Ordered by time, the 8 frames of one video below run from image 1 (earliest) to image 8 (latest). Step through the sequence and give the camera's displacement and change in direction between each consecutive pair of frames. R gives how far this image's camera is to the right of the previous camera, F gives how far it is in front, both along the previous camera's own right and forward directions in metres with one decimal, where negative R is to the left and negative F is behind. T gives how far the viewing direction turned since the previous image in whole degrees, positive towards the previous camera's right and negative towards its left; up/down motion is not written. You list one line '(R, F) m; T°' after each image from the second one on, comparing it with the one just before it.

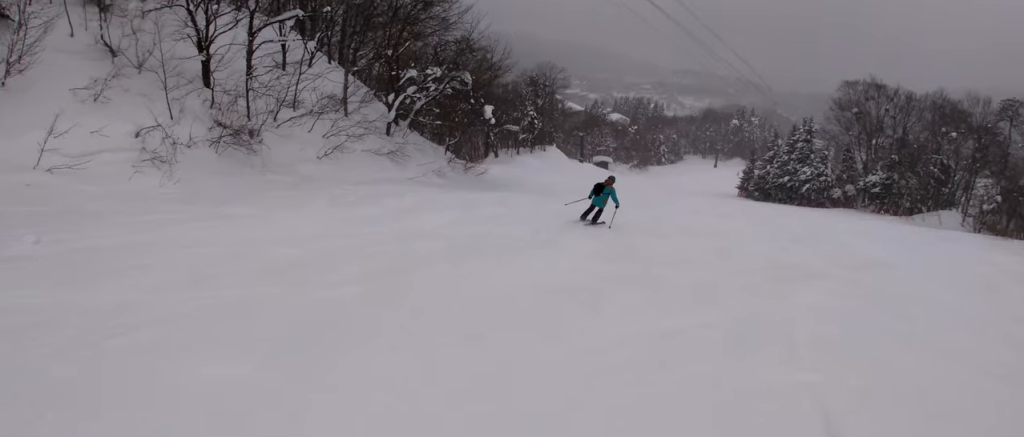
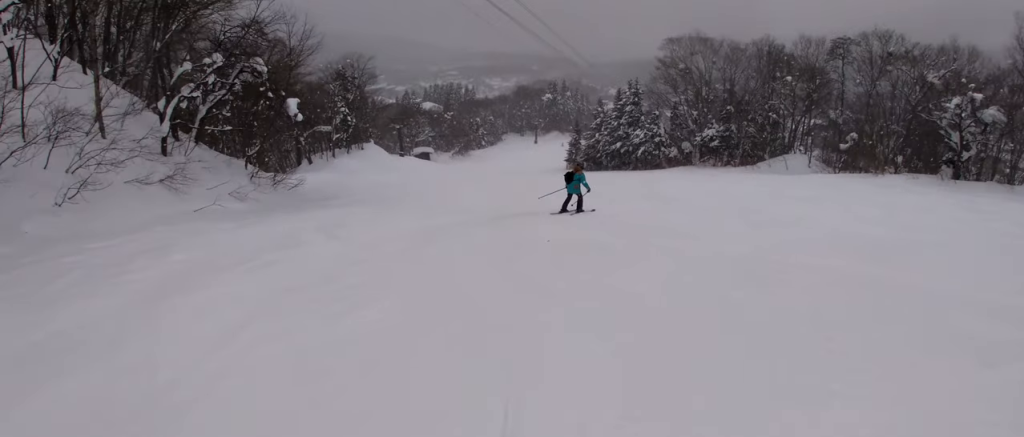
(+1.1, +6.1) m; +25°
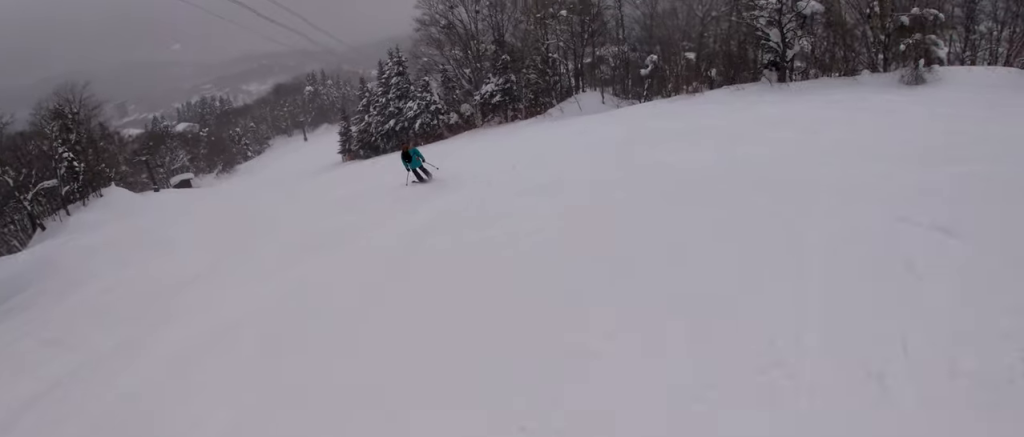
(+1.8, +7.2) m; +13°
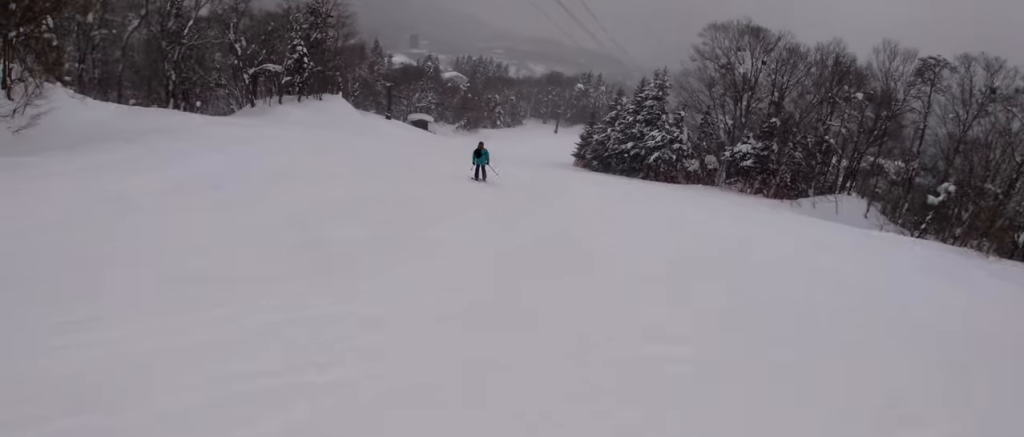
(-0.3, +7.3) m; -19°
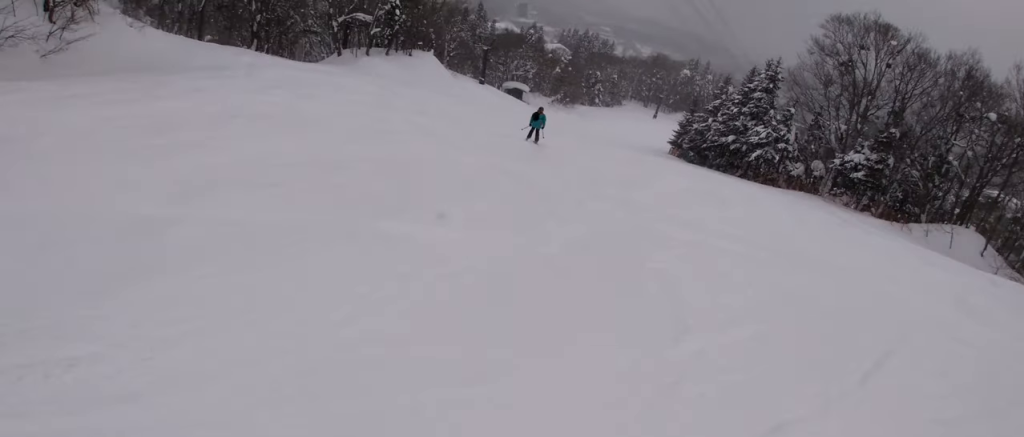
(+0.1, +2.8) m; -13°
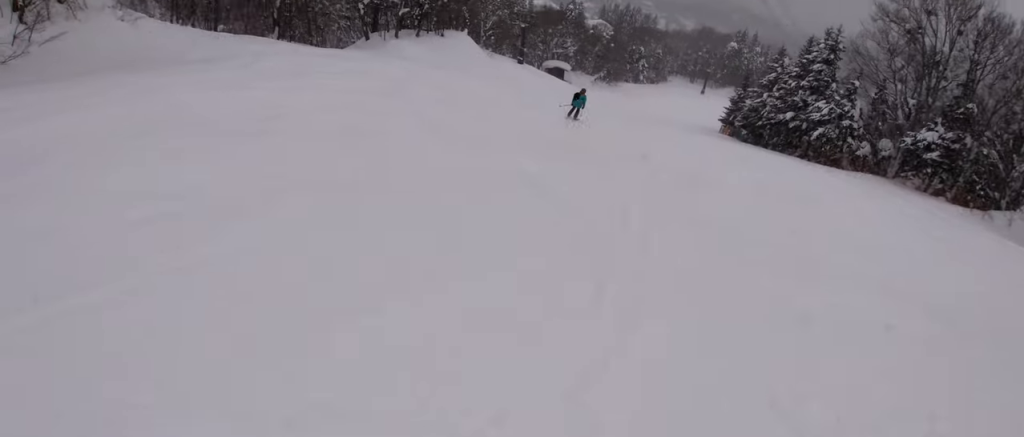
(-1.1, +3.7) m; -11°
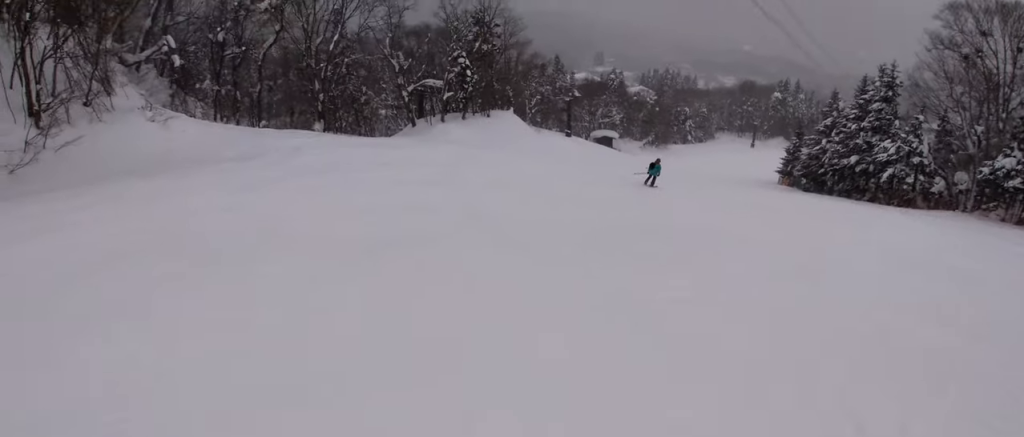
(-0.3, +2.9) m; -4°
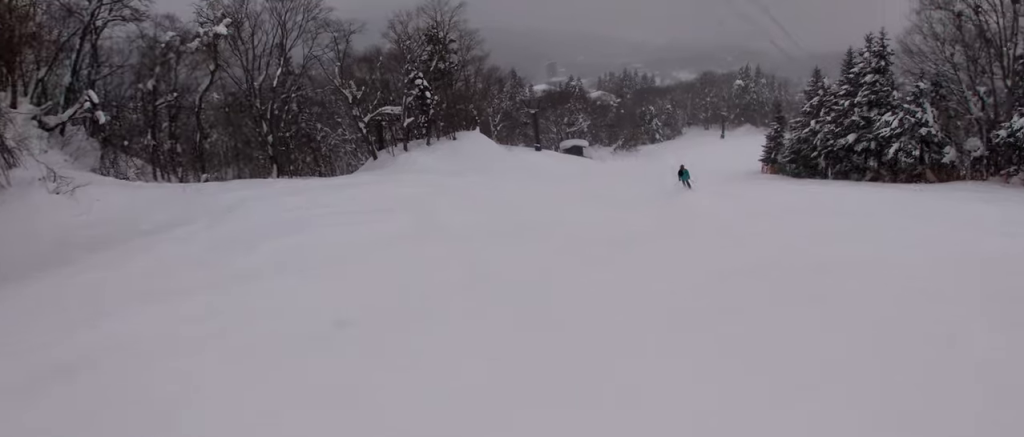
(-0.2, +5.5) m; +16°
